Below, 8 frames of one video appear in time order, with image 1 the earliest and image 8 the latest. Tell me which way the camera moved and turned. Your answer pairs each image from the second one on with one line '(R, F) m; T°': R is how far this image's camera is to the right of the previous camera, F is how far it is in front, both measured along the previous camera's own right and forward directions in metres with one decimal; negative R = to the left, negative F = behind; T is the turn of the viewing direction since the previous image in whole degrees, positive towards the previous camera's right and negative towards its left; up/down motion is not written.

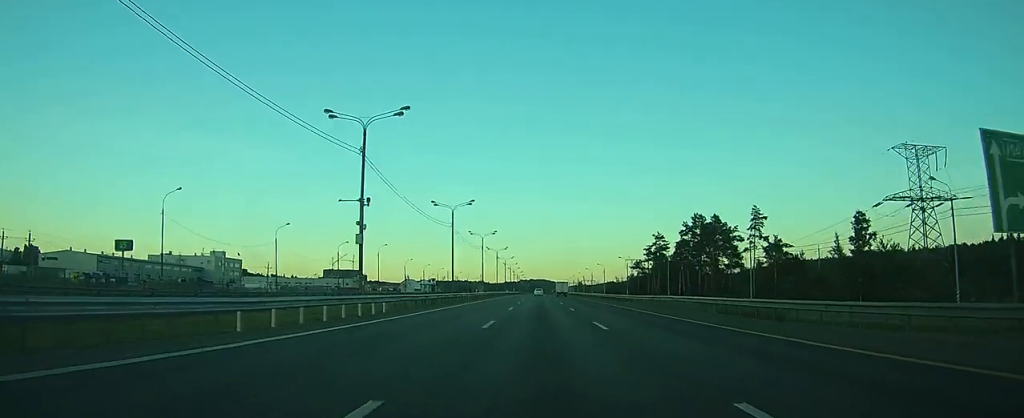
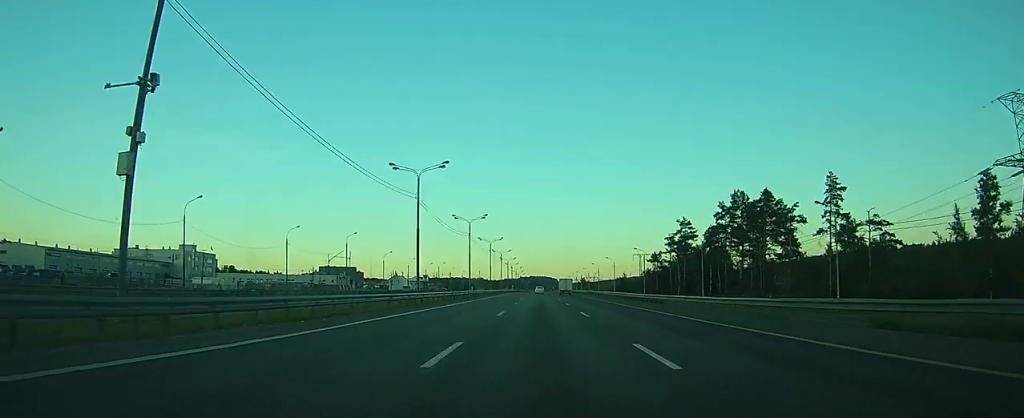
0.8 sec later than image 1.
(0.0, +25.4) m; 0°
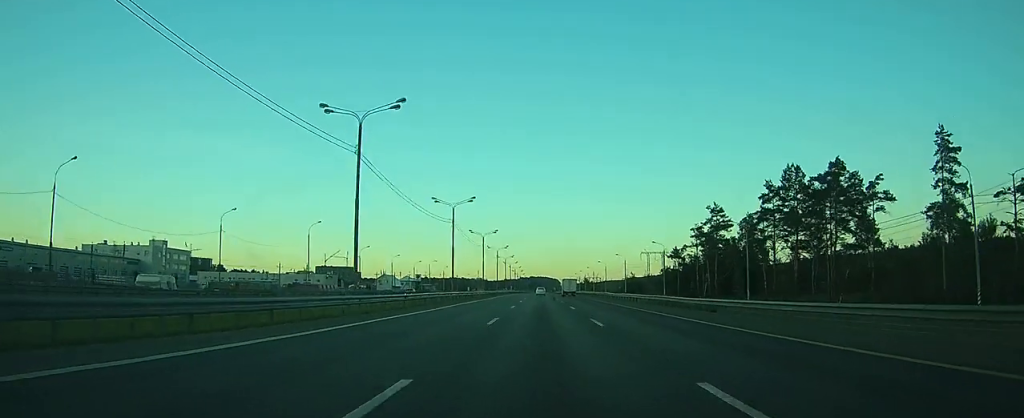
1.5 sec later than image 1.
(0.0, +21.2) m; 0°
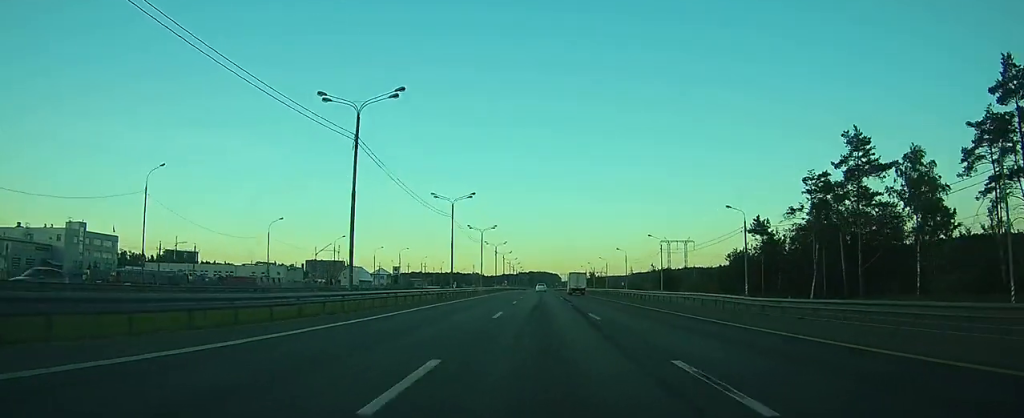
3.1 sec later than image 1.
(-0.1, +45.9) m; 0°
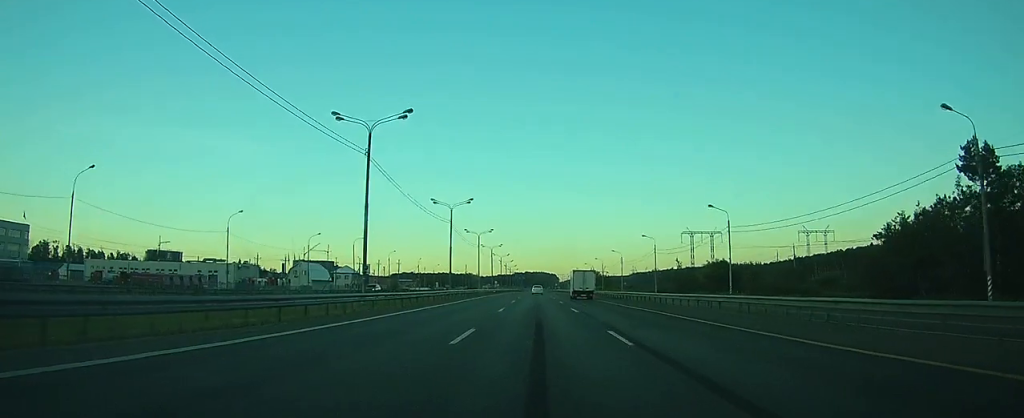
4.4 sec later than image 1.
(+0.1, +40.6) m; 0°
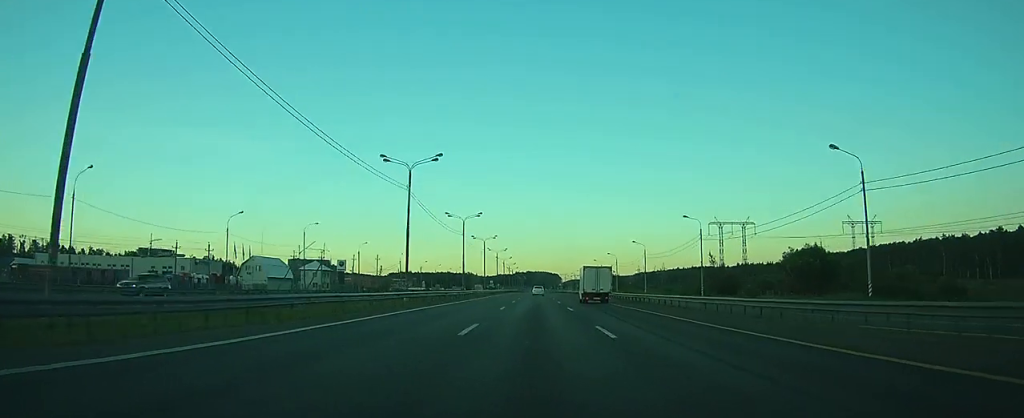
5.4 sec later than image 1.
(0.0, +29.7) m; 0°
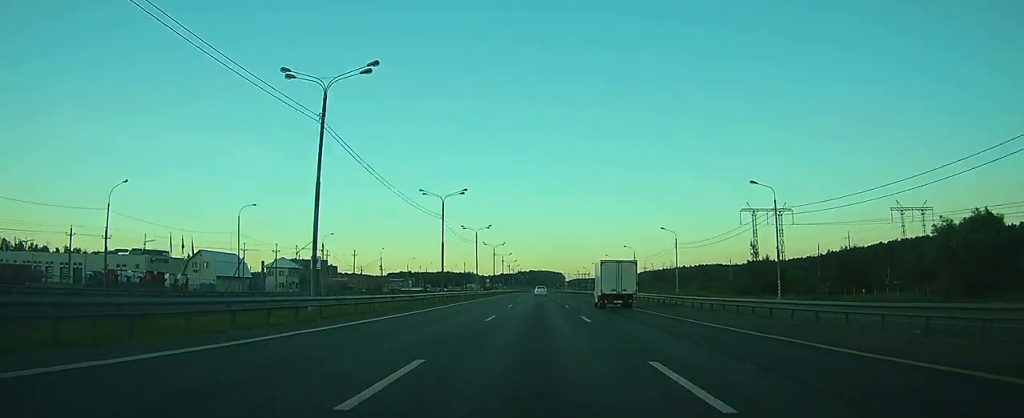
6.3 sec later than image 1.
(0.0, +24.8) m; 0°
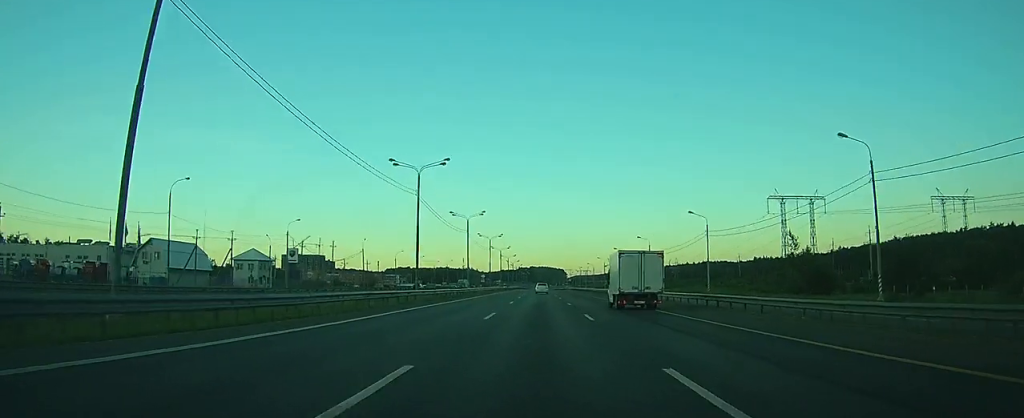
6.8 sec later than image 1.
(-0.1, +16.9) m; 0°
